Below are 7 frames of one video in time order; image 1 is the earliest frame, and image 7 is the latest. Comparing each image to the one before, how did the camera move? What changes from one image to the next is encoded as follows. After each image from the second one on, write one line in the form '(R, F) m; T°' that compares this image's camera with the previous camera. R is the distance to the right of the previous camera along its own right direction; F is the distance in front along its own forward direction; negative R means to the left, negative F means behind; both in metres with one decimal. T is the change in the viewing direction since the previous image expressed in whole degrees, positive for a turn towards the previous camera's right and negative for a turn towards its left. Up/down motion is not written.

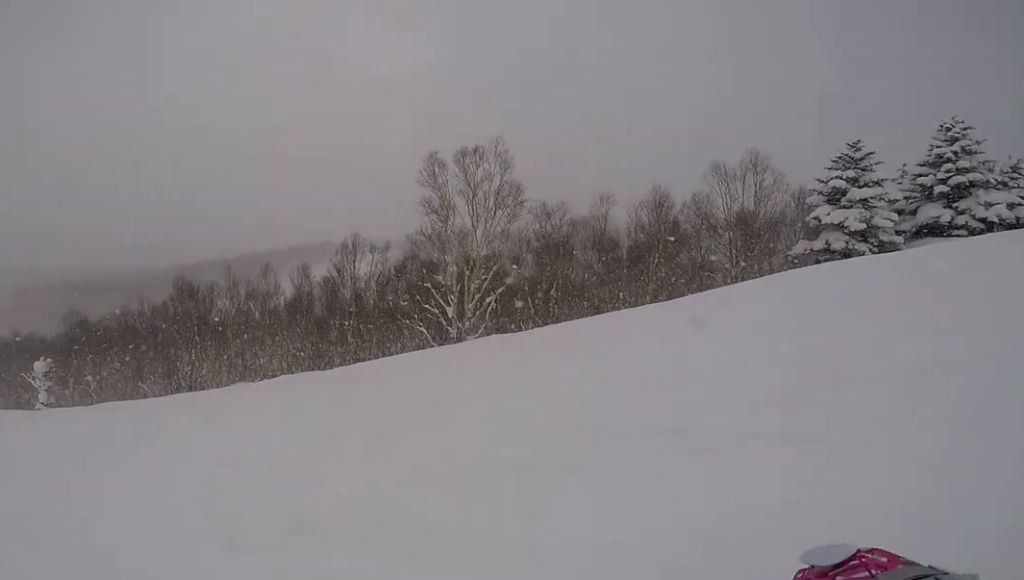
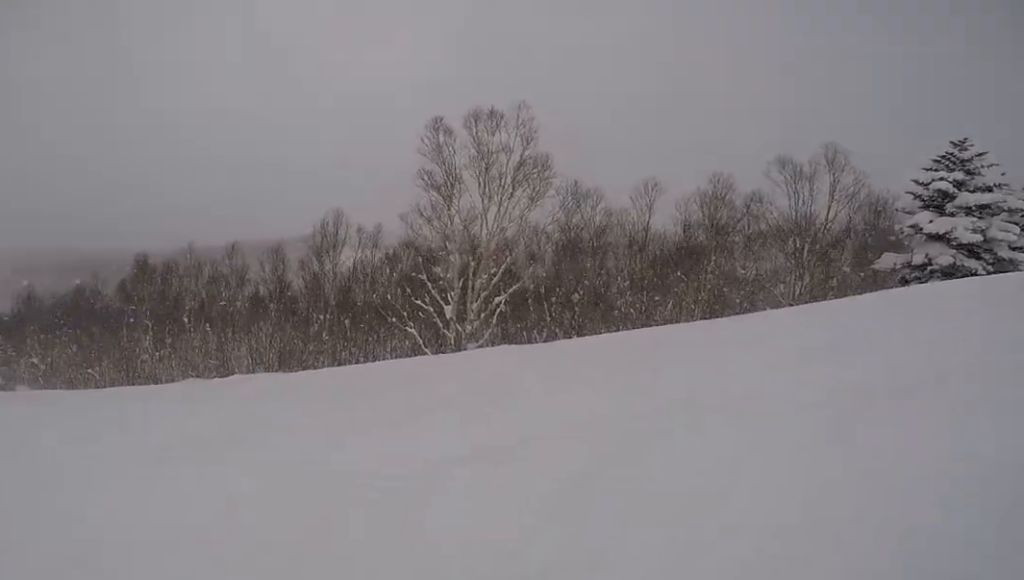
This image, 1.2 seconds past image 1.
(+0.4, +4.7) m; +8°
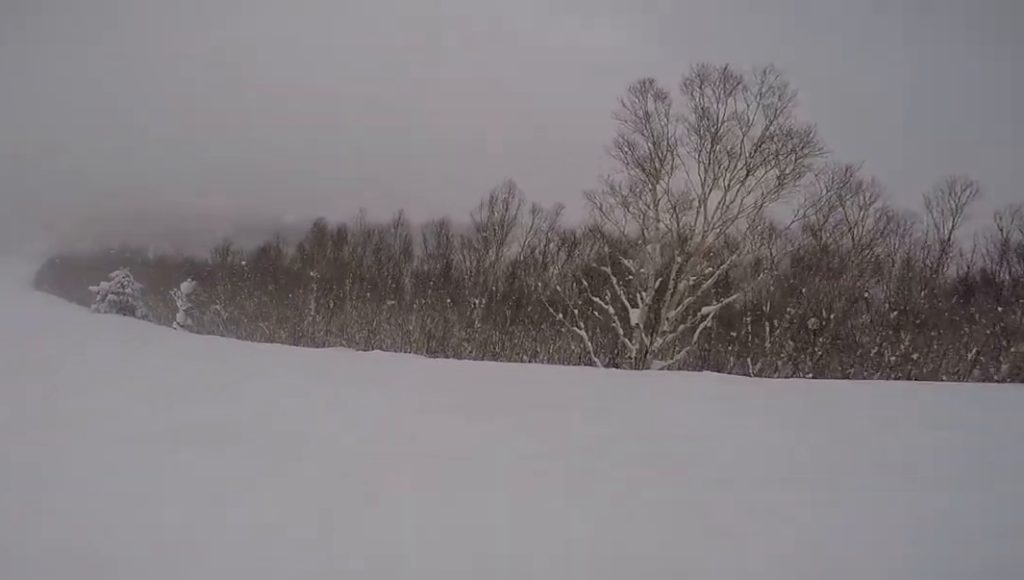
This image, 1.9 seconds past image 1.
(+0.1, +2.9) m; -18°
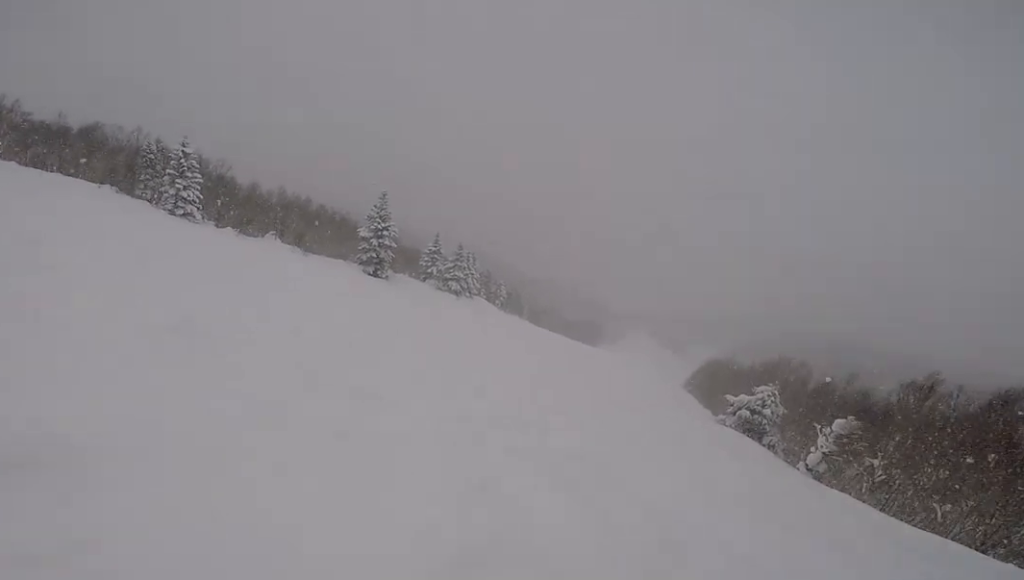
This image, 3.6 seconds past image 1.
(-4.0, +4.7) m; -71°
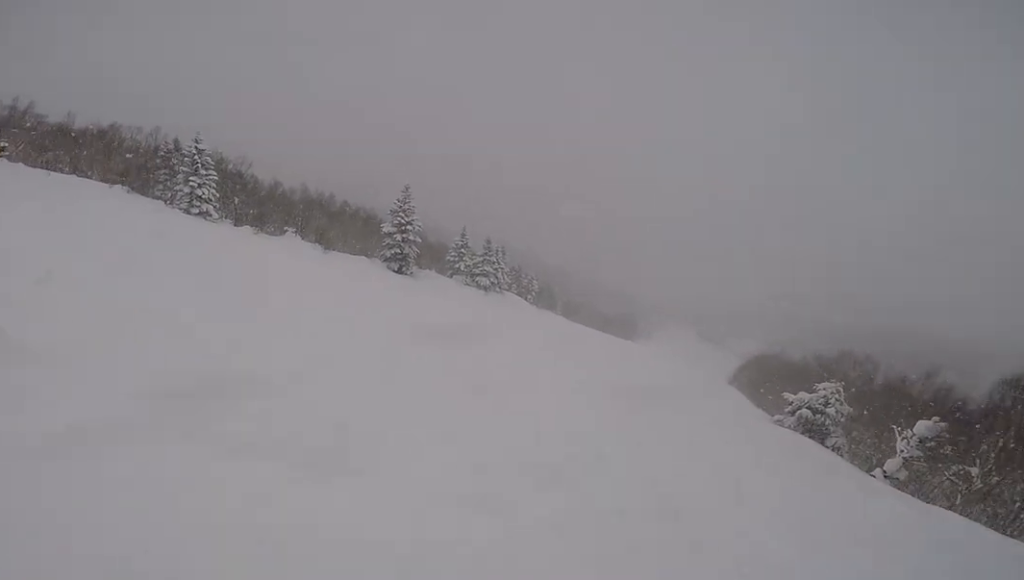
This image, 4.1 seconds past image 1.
(-0.2, +2.5) m; -12°
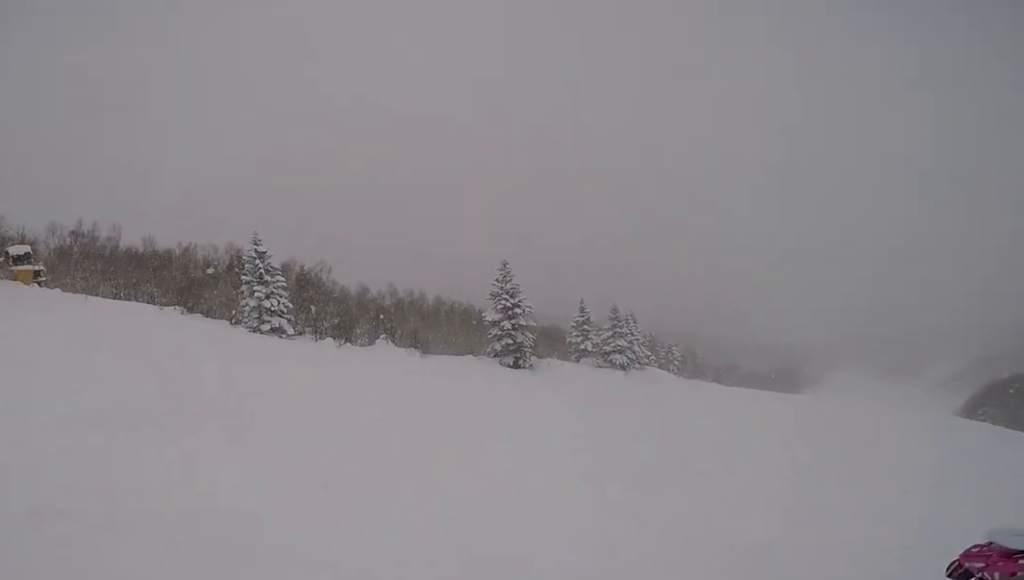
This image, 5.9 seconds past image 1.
(-3.6, +8.4) m; -35°
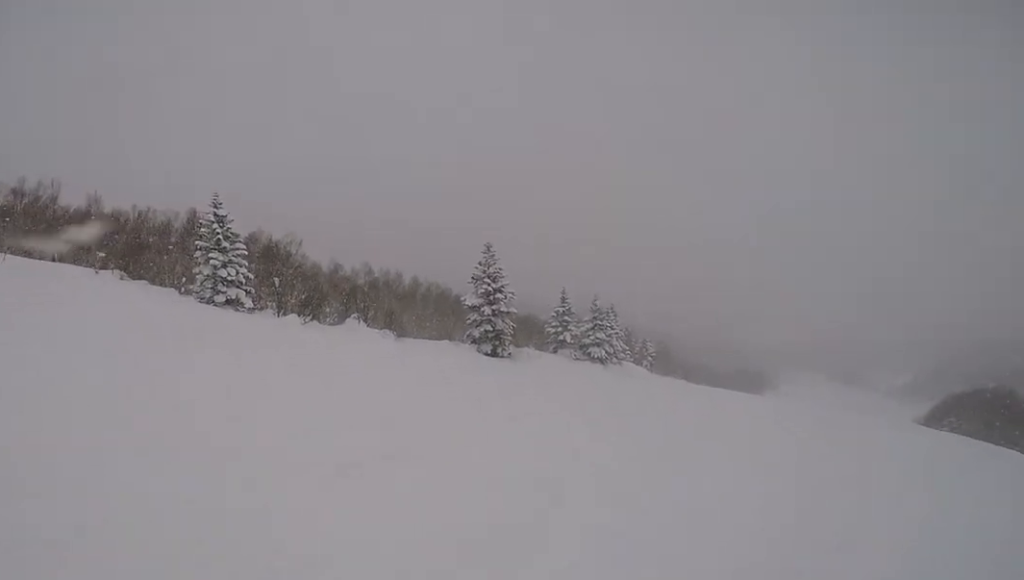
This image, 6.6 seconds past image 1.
(-0.4, +3.7) m; 0°
